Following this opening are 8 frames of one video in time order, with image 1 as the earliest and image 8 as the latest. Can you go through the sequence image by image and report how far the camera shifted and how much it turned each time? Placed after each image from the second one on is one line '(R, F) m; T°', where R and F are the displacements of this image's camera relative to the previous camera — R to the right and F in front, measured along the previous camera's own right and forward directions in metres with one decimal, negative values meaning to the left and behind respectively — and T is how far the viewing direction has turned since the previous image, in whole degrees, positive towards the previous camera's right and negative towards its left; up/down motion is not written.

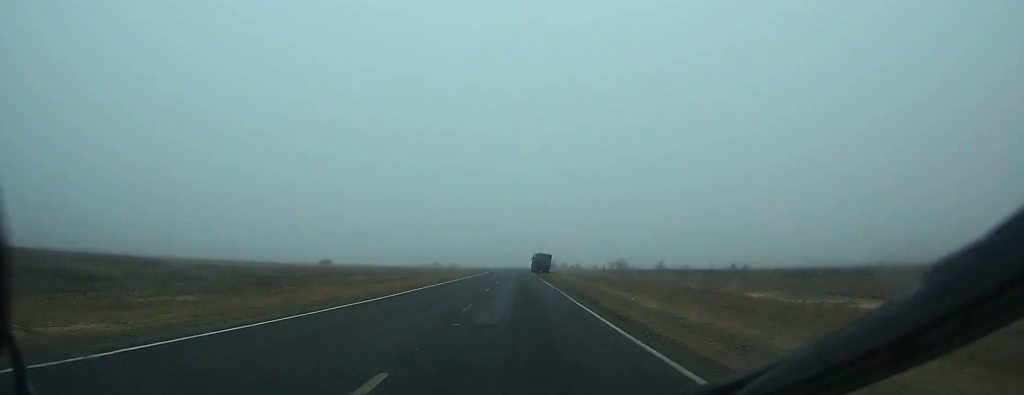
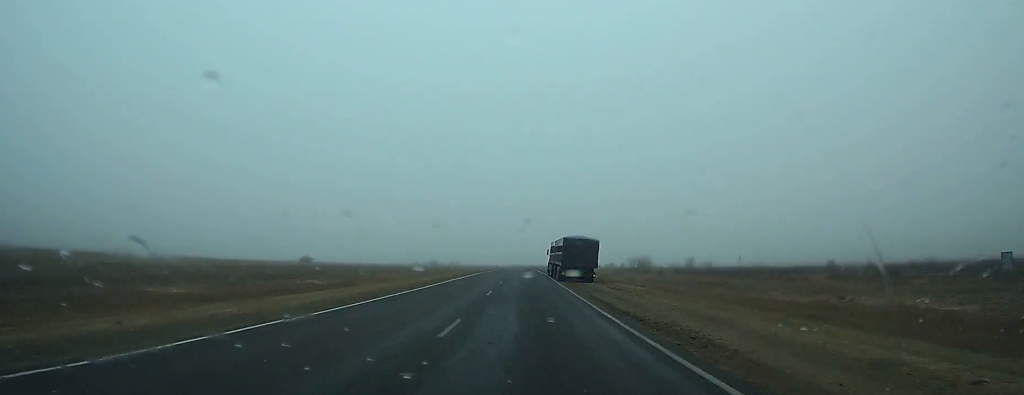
(-0.3, +50.5) m; 0°
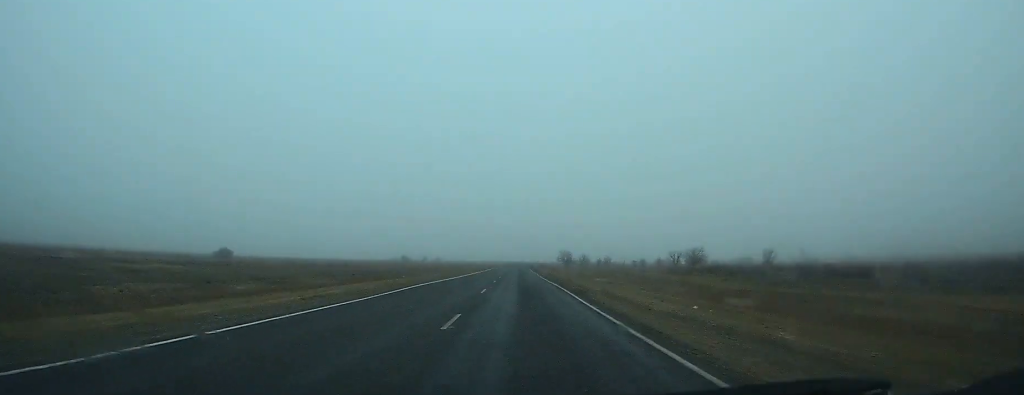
(+0.5, +110.0) m; +1°
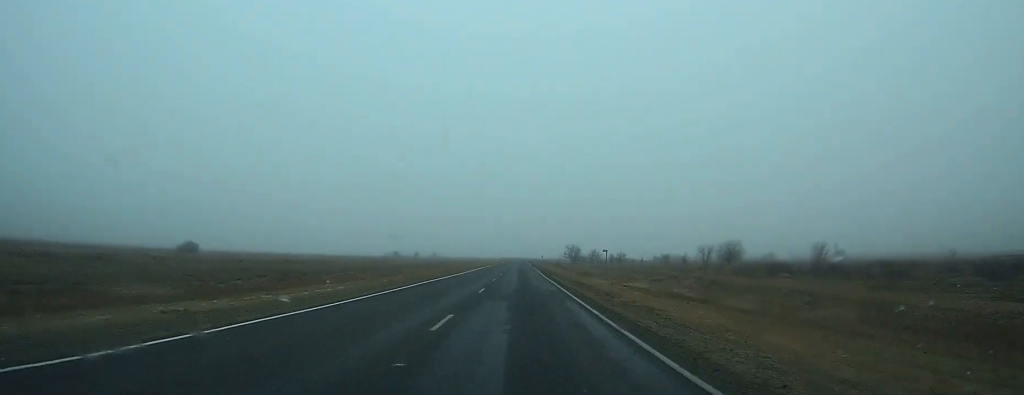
(+0.1, +35.7) m; 0°
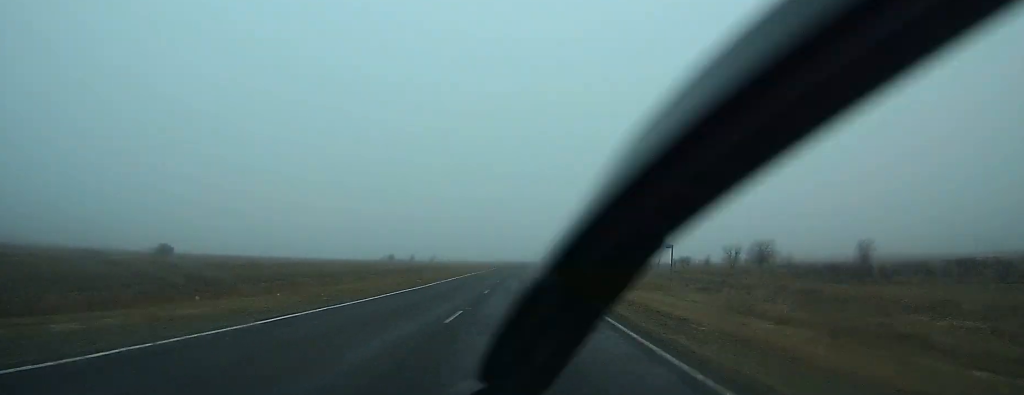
(0.0, +22.2) m; 0°
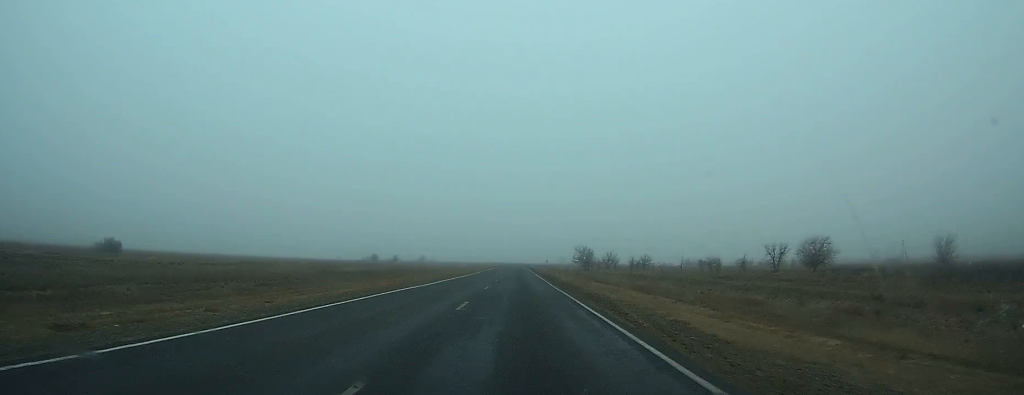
(-0.1, +31.4) m; 0°
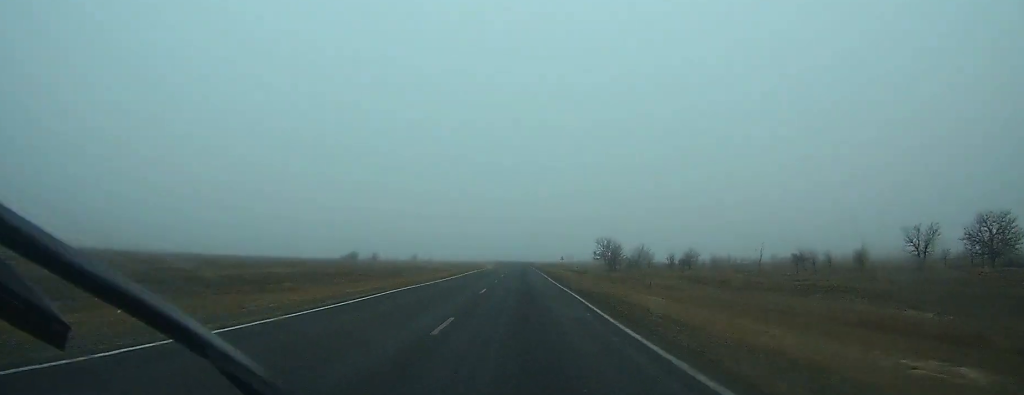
(+0.1, +50.8) m; 0°
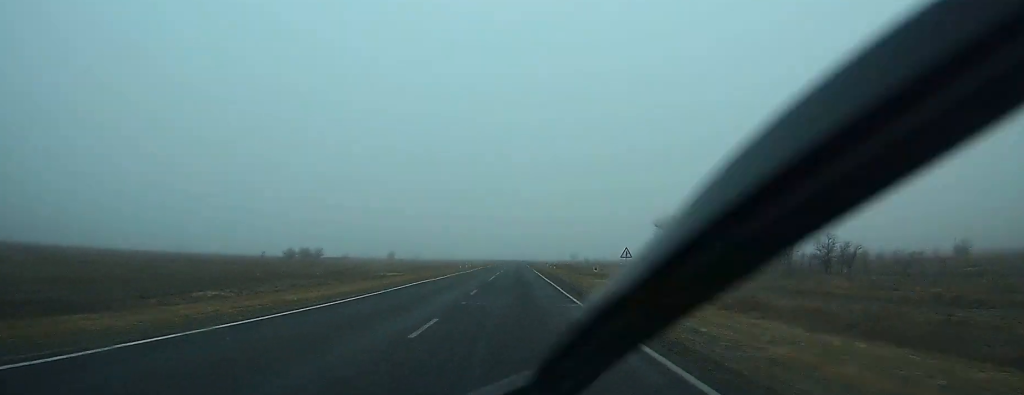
(-0.2, +76.5) m; 0°
